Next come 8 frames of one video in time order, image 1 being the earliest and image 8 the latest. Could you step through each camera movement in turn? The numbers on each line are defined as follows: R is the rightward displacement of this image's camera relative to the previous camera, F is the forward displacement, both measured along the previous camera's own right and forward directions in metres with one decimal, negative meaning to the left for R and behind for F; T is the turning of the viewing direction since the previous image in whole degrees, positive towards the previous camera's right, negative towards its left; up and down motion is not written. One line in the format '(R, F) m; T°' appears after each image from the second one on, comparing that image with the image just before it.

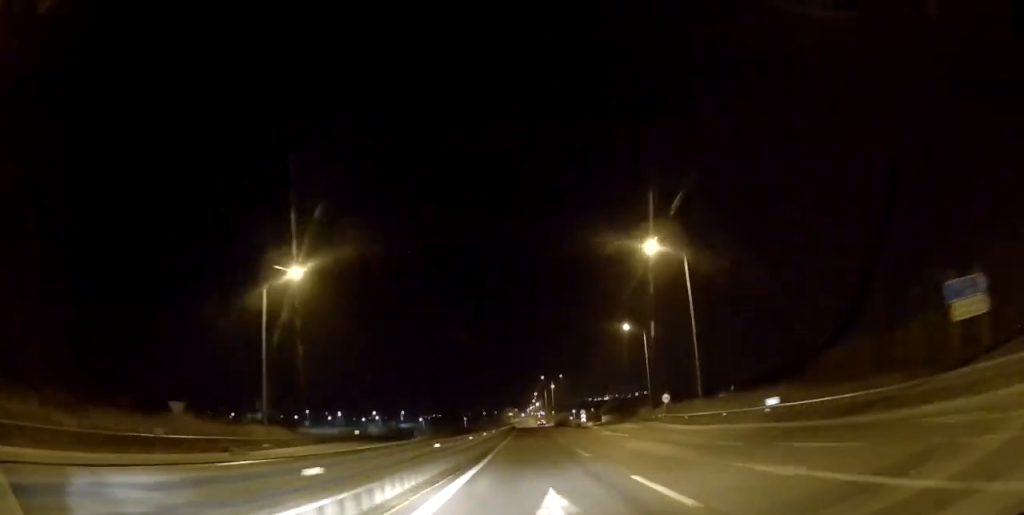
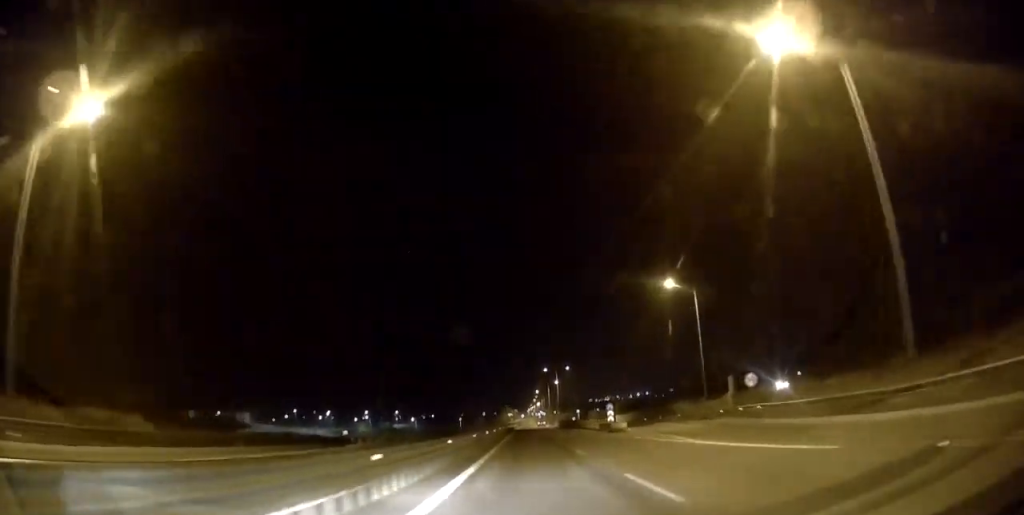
(0.0, +24.2) m; 0°
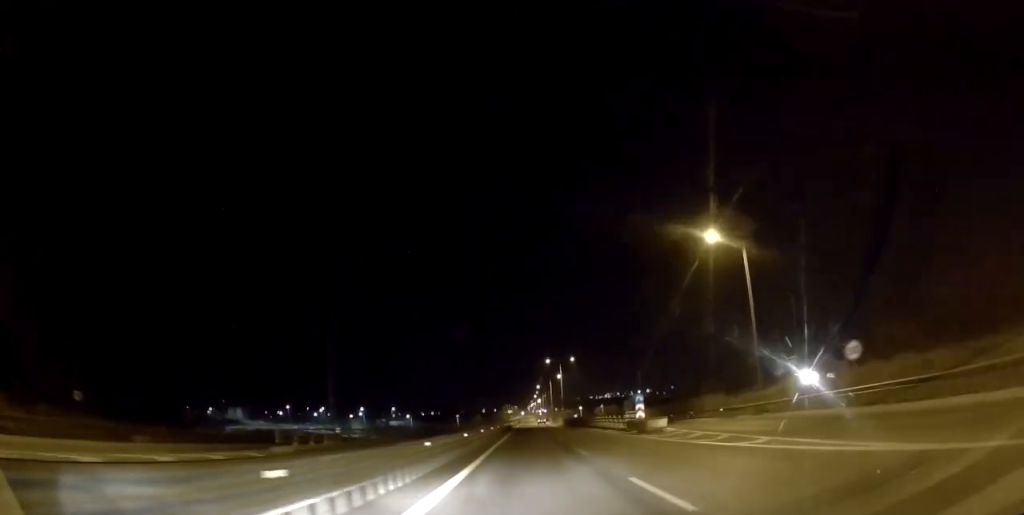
(-0.2, +13.2) m; 0°
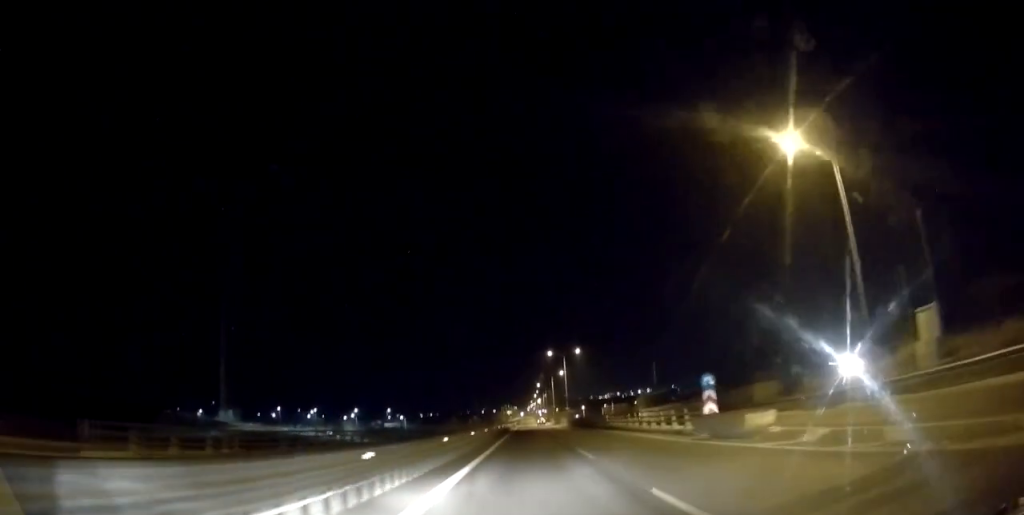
(0.0, +14.6) m; 0°
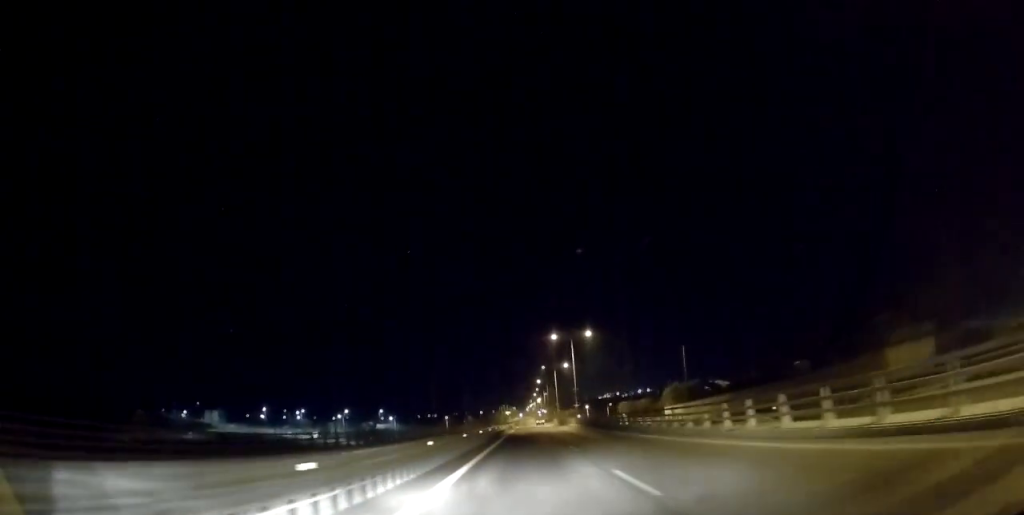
(+0.2, +20.7) m; +1°
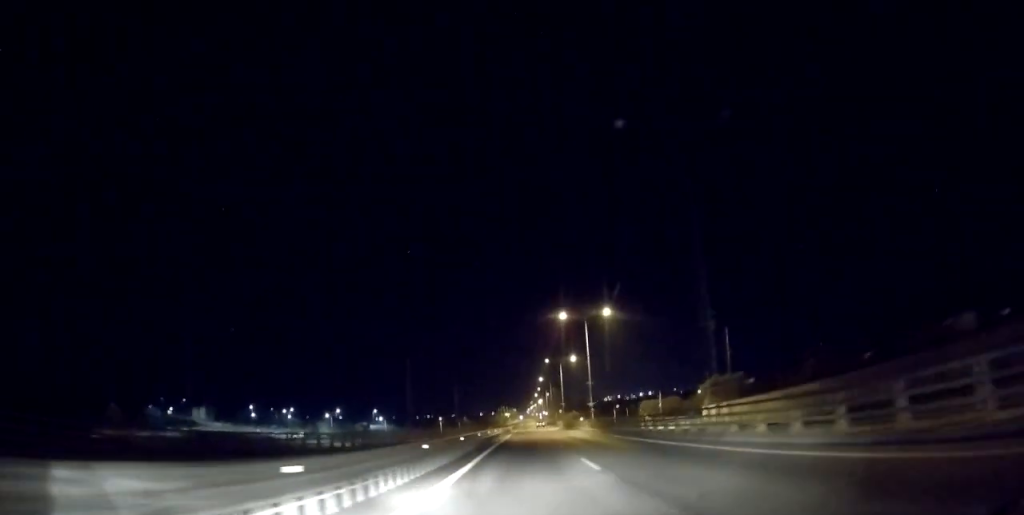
(0.0, +18.1) m; 0°
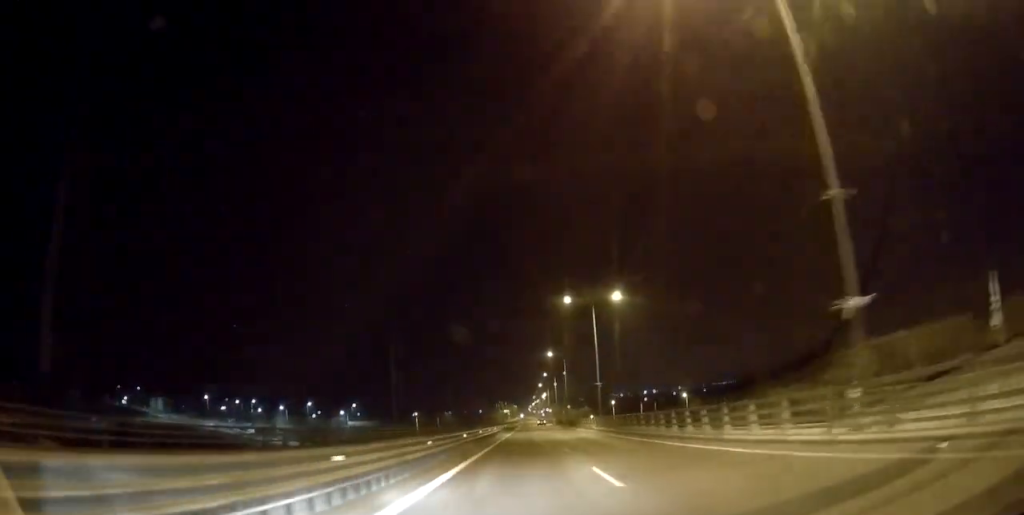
(-0.5, +49.3) m; -1°
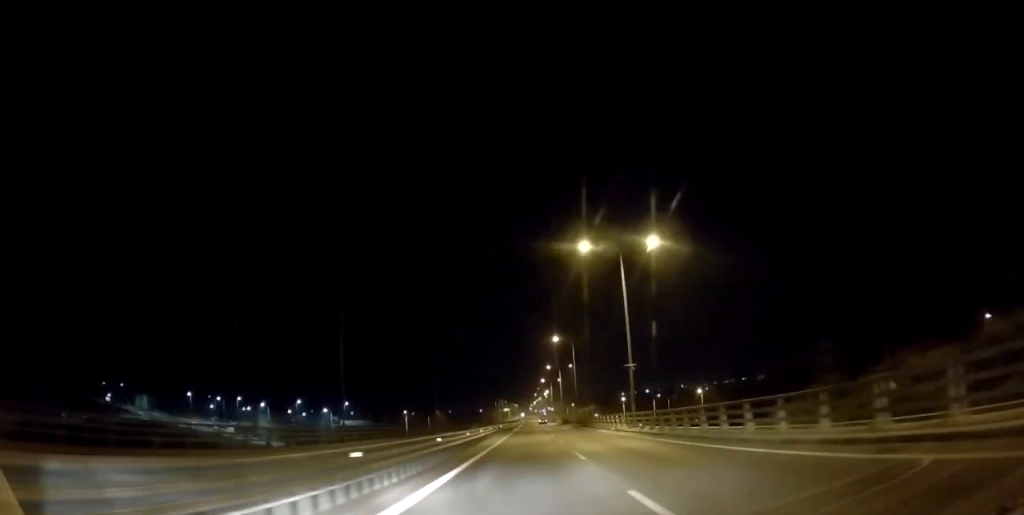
(0.0, +14.2) m; 0°
